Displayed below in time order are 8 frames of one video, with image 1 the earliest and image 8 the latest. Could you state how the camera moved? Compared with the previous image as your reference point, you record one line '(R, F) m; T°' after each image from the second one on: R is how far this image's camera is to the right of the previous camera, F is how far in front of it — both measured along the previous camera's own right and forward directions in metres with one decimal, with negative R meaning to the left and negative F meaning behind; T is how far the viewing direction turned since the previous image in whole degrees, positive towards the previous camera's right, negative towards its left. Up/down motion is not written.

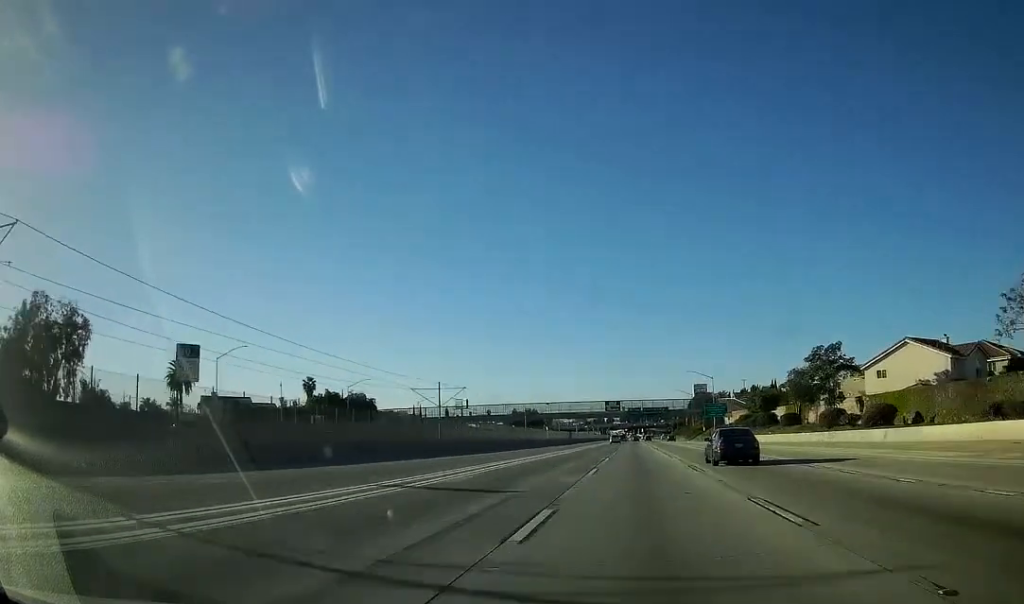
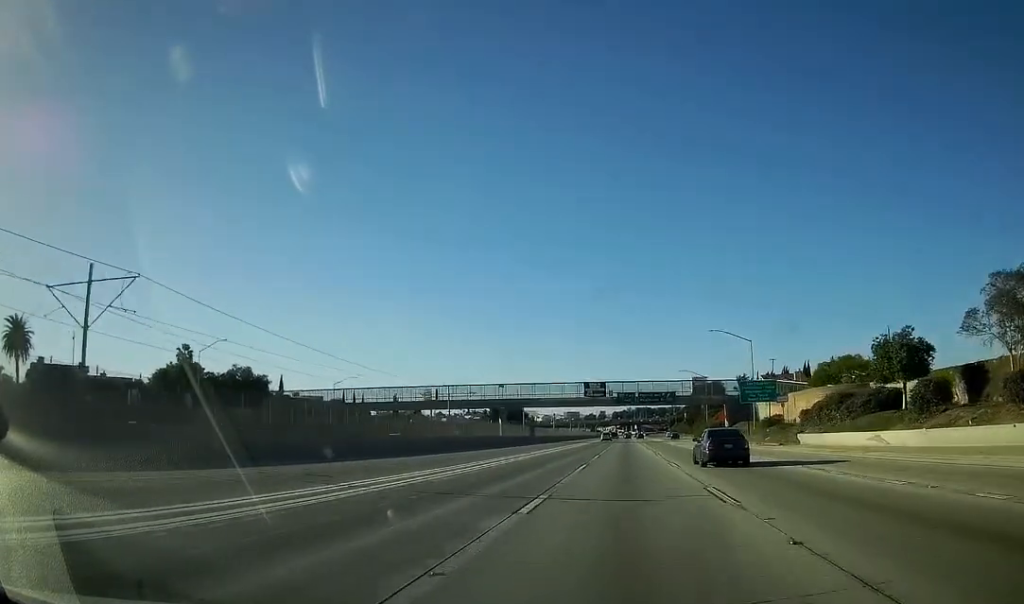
(+1.3, +54.5) m; +2°
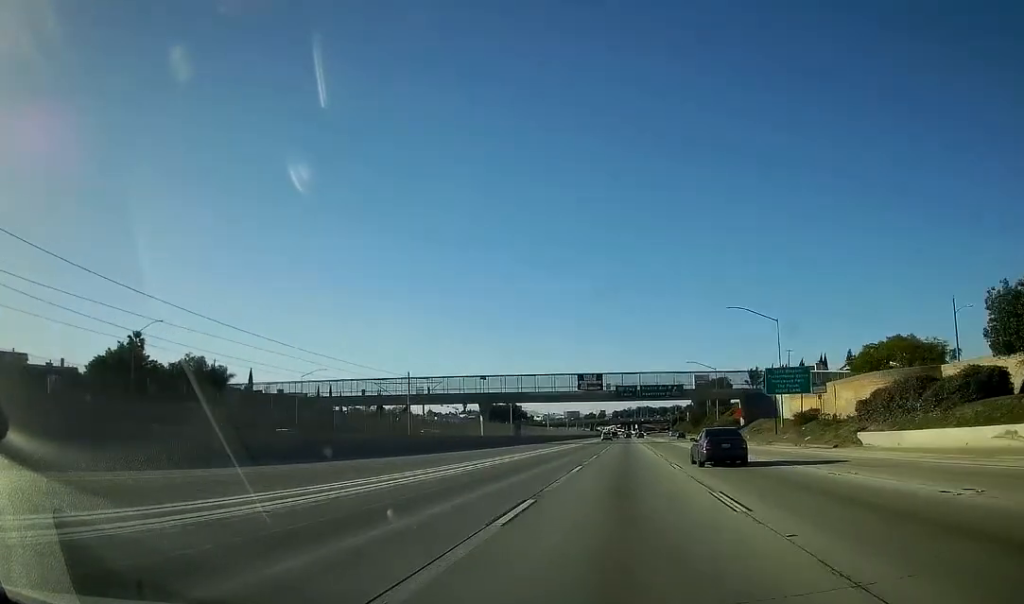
(0.0, +16.9) m; 0°
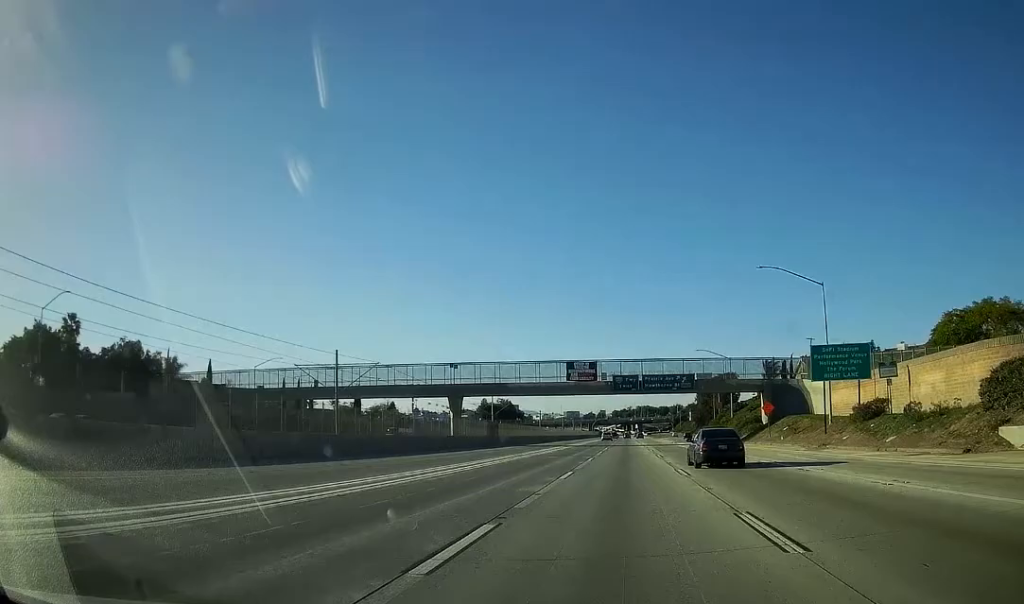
(-0.1, +18.0) m; 0°
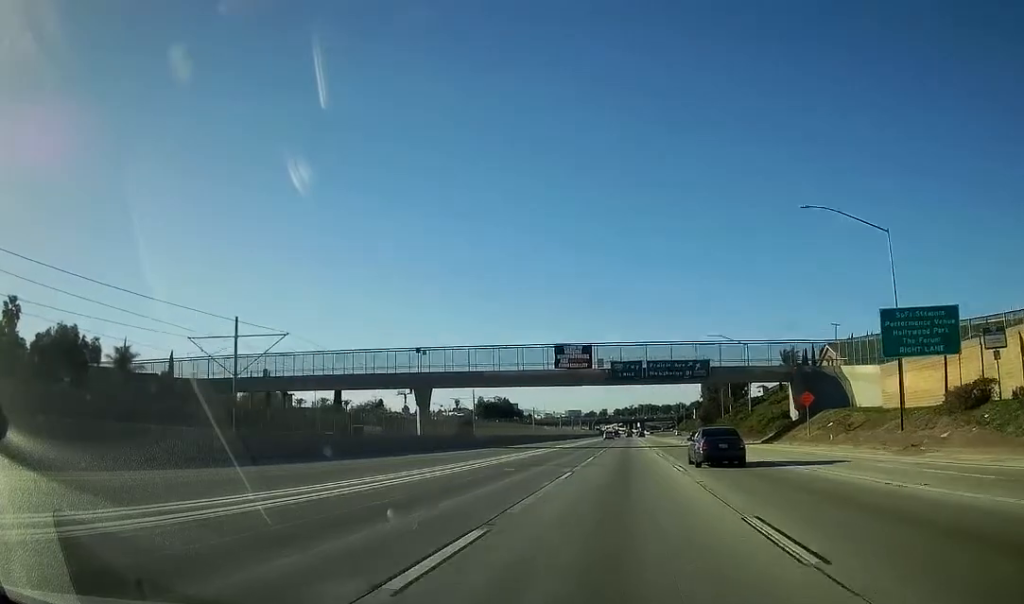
(0.0, +16.0) m; 0°
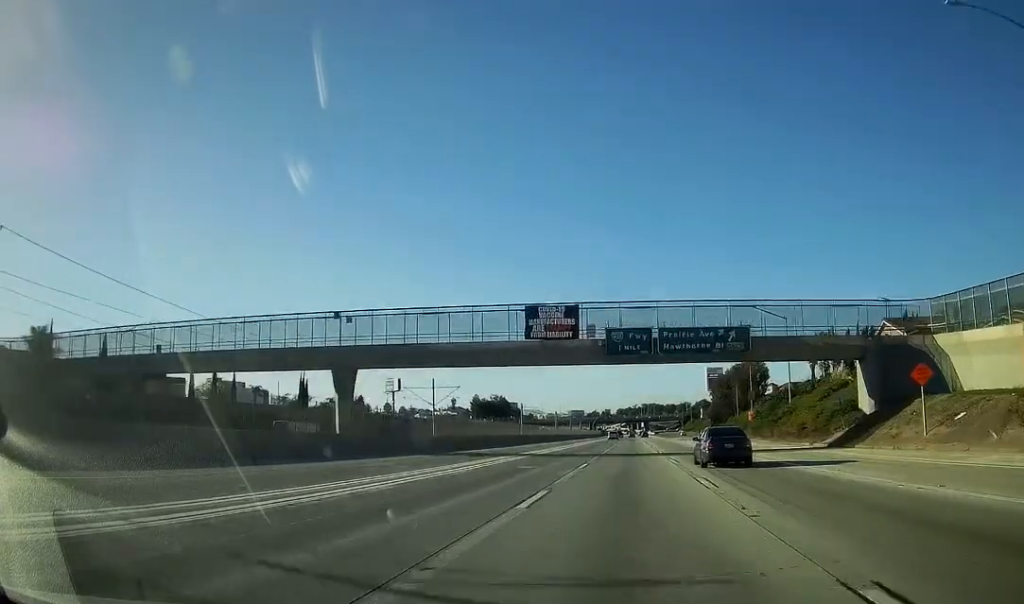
(-0.1, +22.9) m; 0°
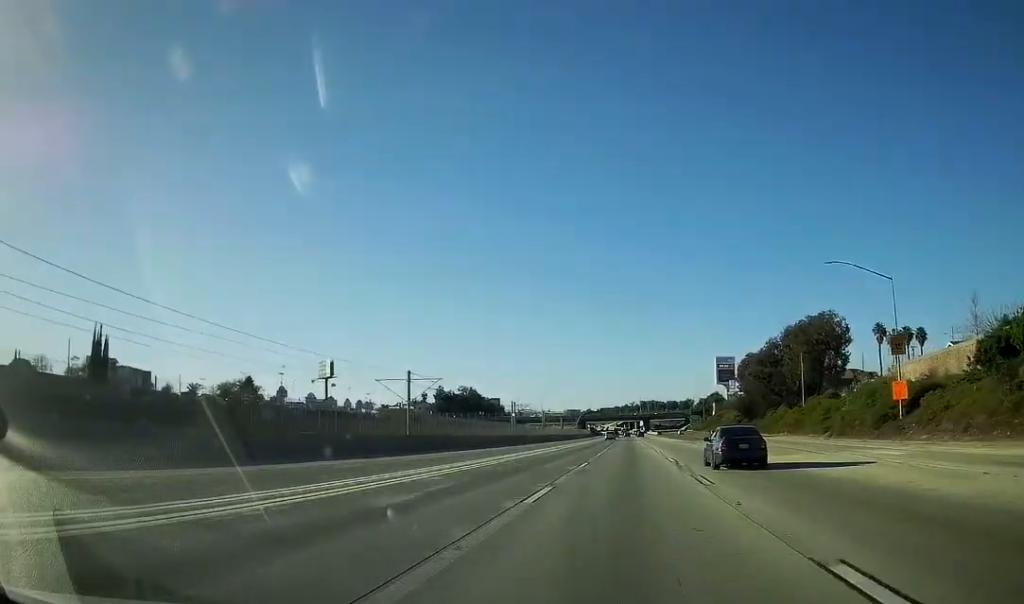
(+0.4, +72.0) m; 0°
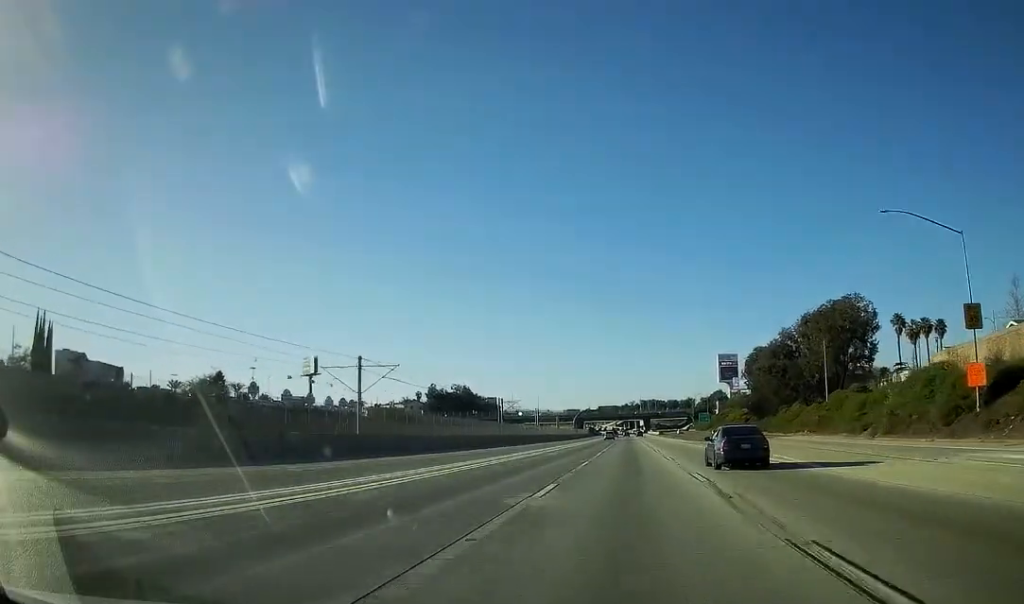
(0.0, +13.0) m; 0°
